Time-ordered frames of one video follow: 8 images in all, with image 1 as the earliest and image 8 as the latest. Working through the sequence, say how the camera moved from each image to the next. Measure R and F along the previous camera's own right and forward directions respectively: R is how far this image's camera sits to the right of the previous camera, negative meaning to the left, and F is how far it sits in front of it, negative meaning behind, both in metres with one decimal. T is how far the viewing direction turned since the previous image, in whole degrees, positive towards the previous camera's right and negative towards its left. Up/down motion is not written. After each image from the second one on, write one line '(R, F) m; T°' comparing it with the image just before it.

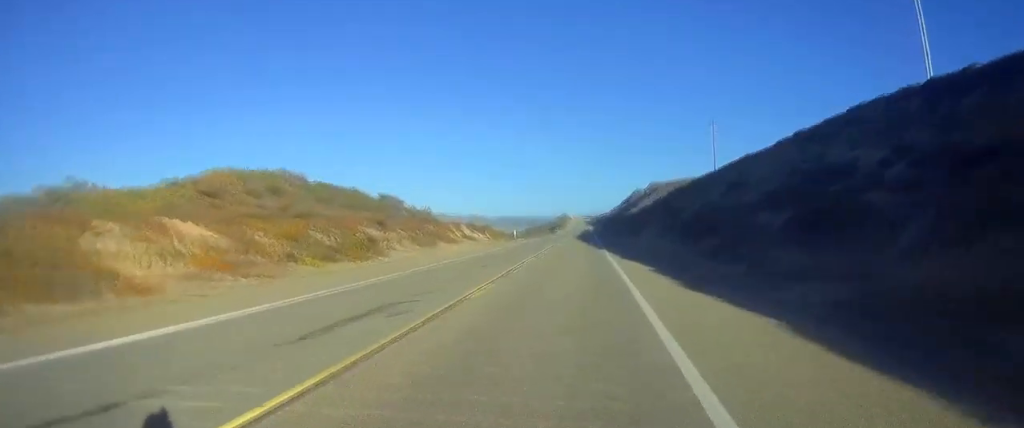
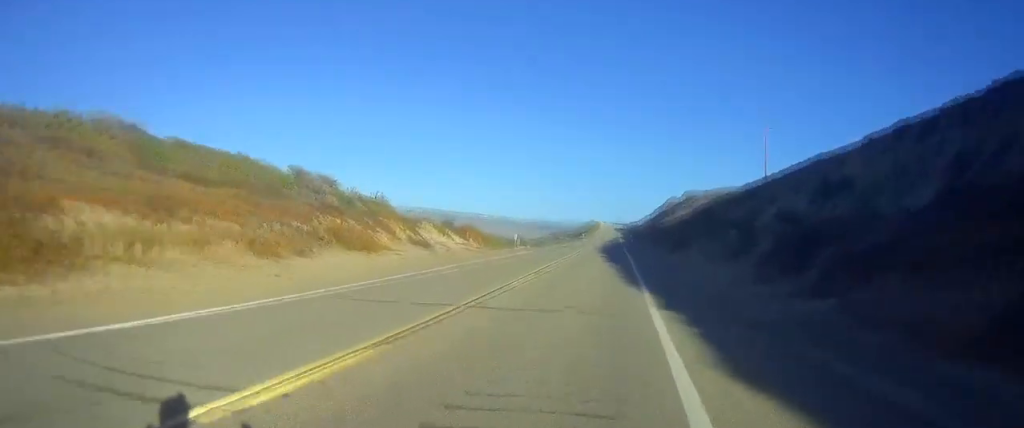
(0.0, +24.5) m; 0°
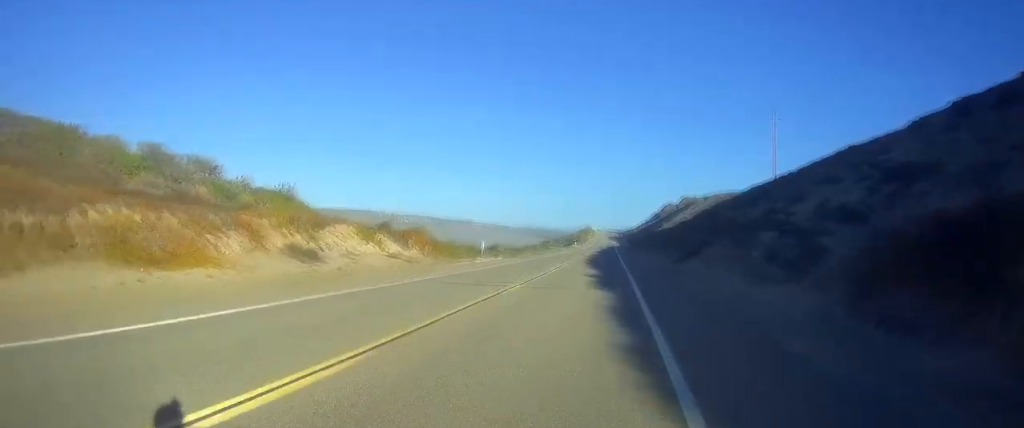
(0.0, +14.5) m; 0°
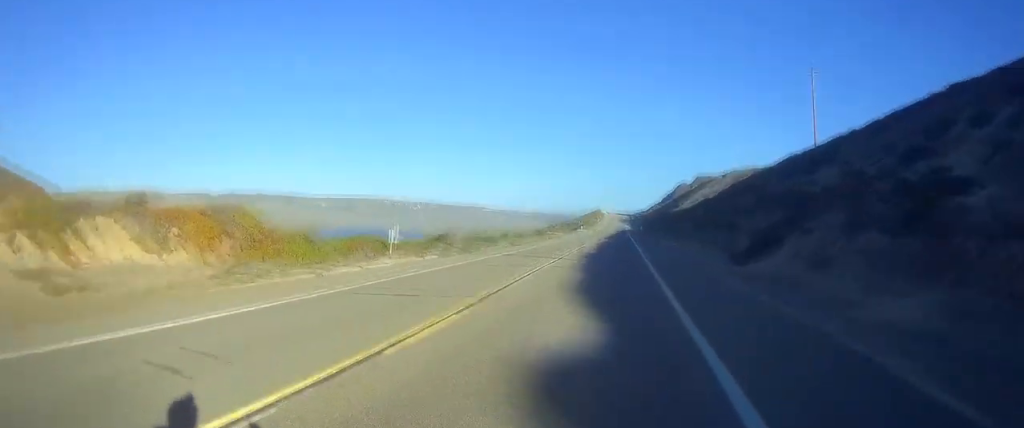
(+0.1, +24.5) m; +2°
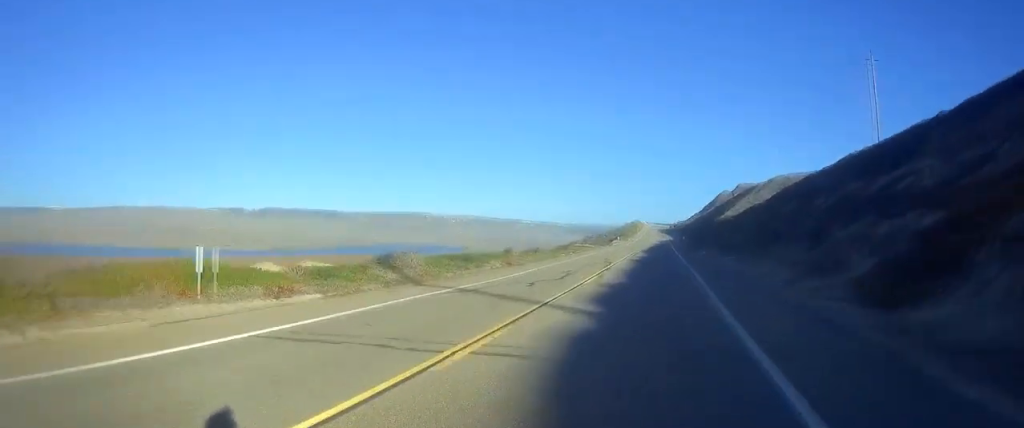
(+0.4, +16.1) m; +1°
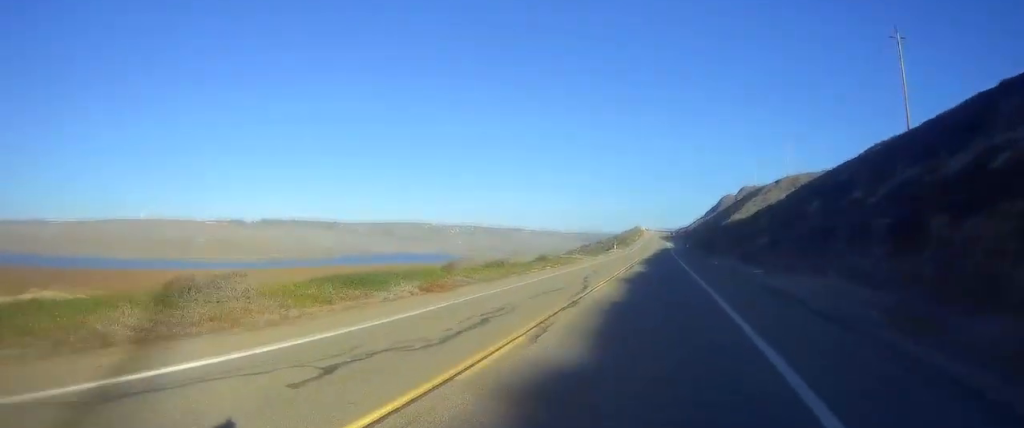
(0.0, +13.8) m; 0°
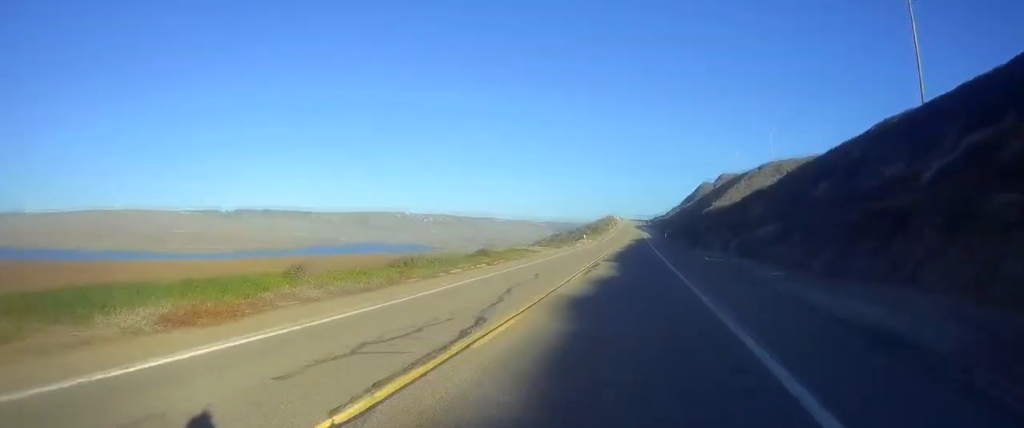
(0.0, +13.0) m; 0°
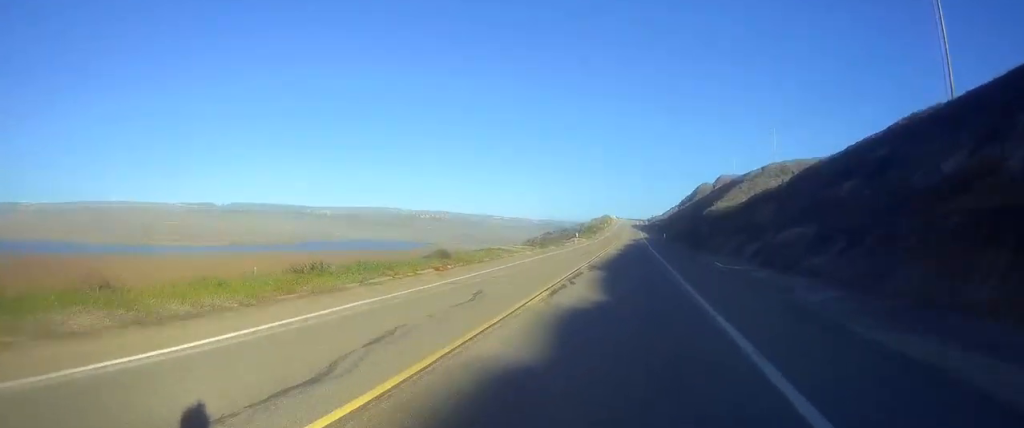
(-0.1, +9.2) m; 0°
